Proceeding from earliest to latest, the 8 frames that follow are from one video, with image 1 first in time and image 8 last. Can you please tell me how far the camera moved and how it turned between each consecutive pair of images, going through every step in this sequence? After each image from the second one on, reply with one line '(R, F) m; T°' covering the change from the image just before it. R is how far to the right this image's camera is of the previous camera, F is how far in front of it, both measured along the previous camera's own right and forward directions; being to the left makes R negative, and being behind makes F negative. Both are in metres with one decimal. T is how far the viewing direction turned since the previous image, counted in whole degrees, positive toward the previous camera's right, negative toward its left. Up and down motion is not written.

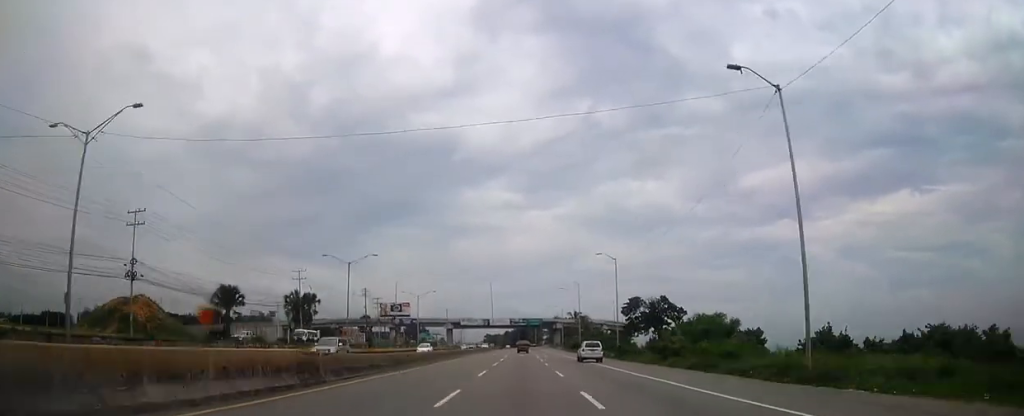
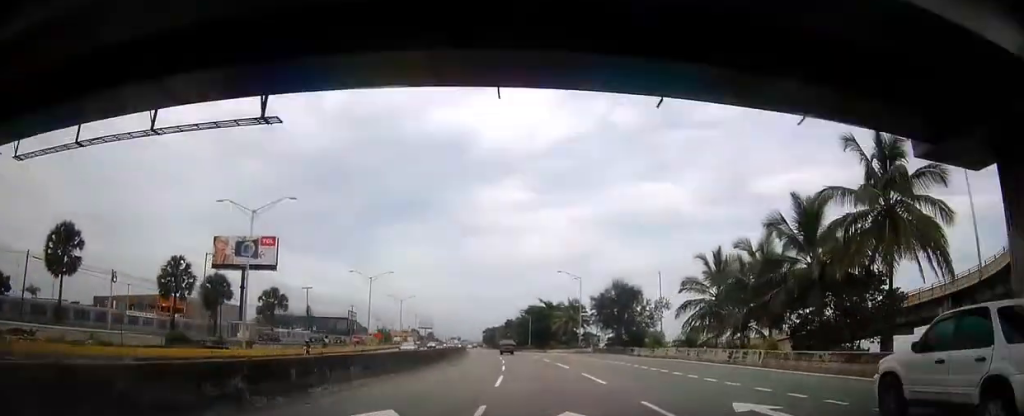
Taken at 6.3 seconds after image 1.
(-1.6, +181.5) m; -2°
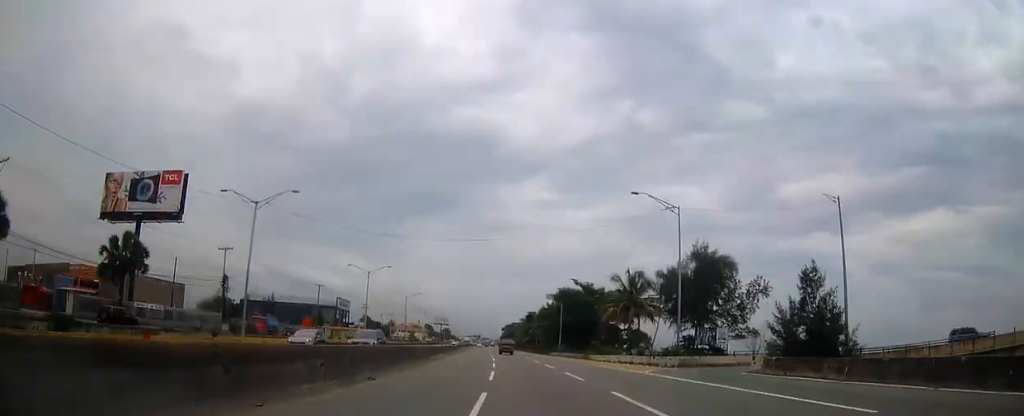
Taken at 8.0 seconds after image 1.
(-0.6, +48.9) m; -2°
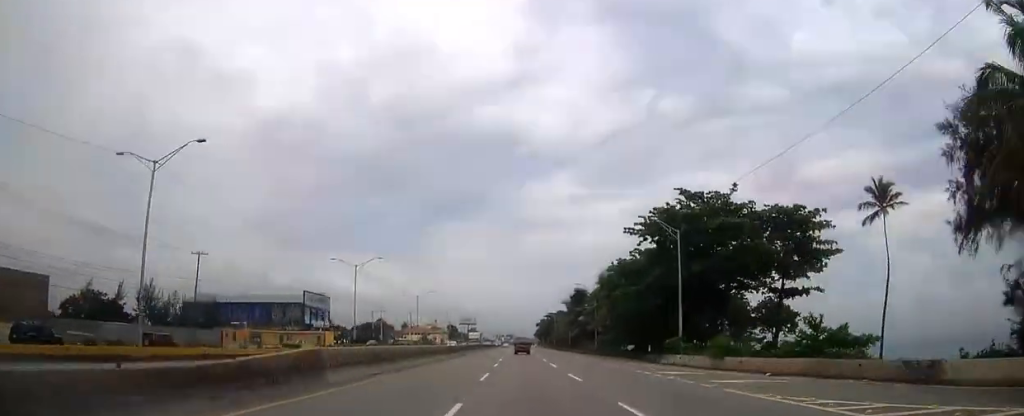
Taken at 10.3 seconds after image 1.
(-1.5, +65.3) m; -2°
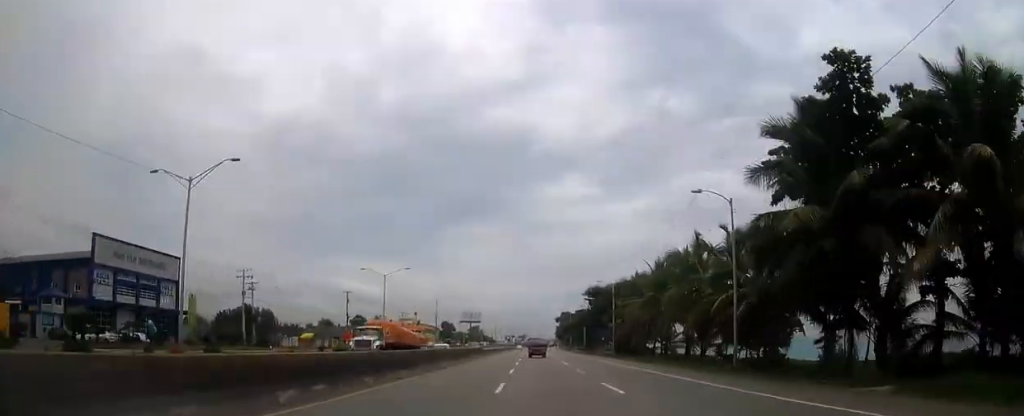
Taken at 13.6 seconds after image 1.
(-2.1, +94.2) m; -2°
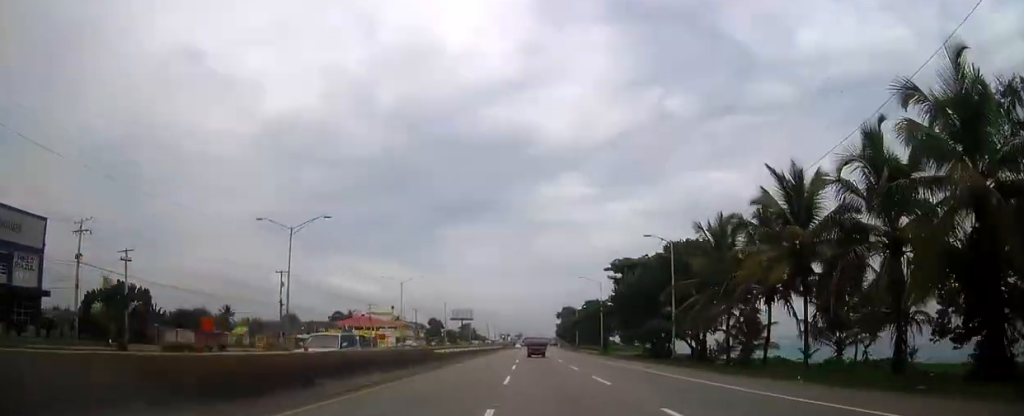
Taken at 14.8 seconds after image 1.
(+0.1, +34.0) m; 0°
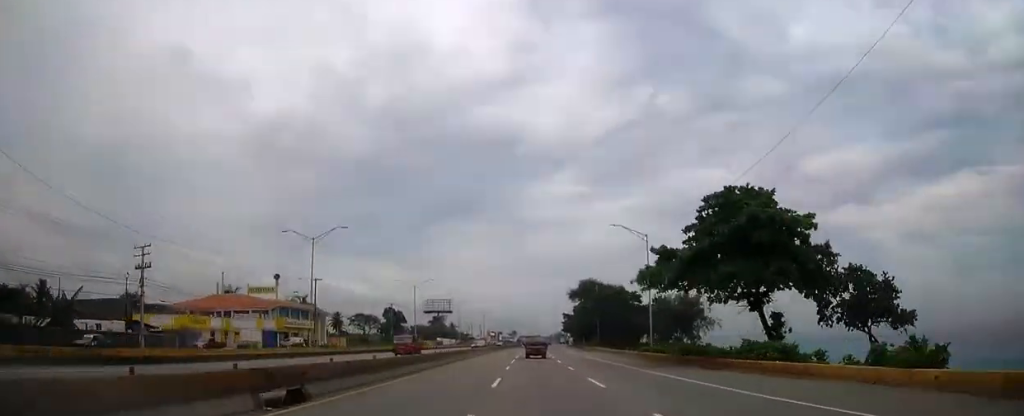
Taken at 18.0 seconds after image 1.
(+0.5, +91.5) m; 0°
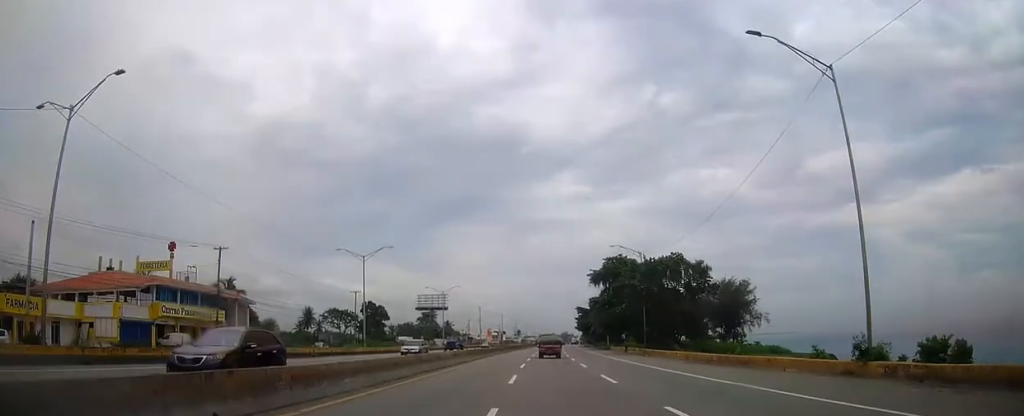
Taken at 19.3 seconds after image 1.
(0.0, +37.1) m; 0°
